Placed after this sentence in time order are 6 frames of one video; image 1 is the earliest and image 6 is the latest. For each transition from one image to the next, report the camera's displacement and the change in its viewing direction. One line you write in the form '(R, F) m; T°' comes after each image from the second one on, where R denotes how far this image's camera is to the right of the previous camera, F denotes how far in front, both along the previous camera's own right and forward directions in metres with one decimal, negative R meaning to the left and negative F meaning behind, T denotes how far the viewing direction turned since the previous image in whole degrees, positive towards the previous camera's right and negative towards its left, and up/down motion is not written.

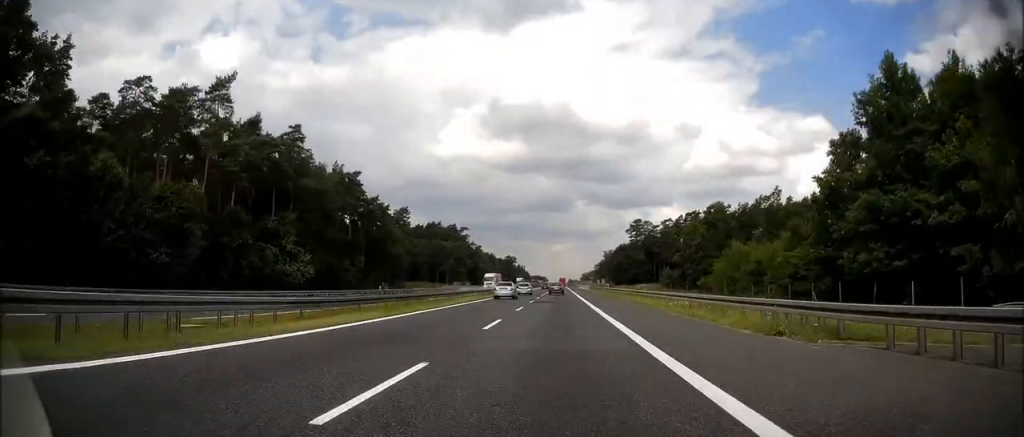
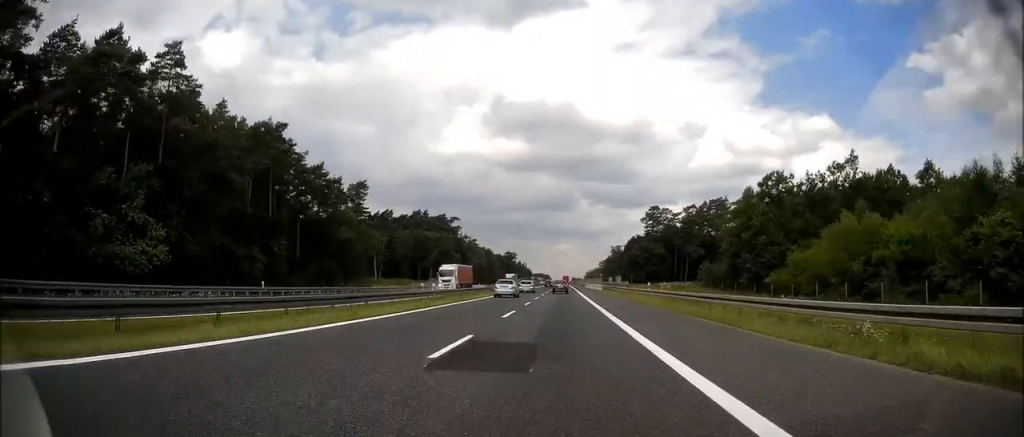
(+0.1, +31.4) m; 0°
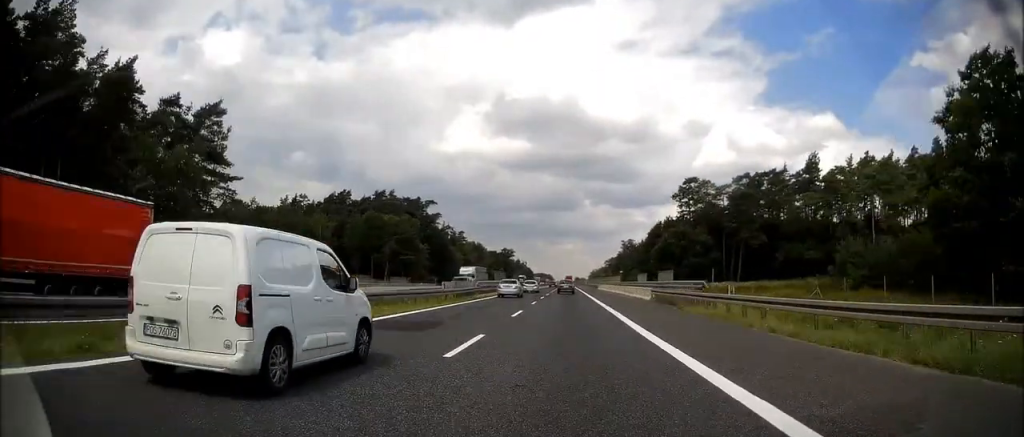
(-0.3, +47.8) m; -1°
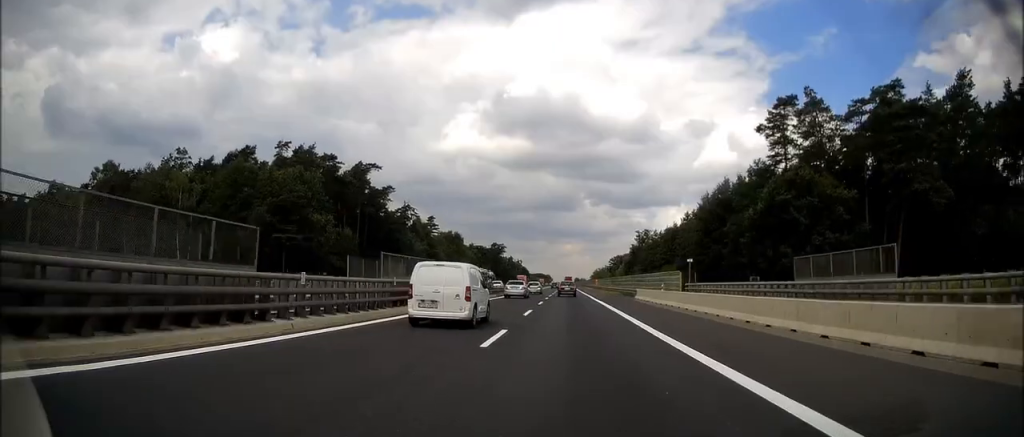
(+0.3, +58.3) m; +1°
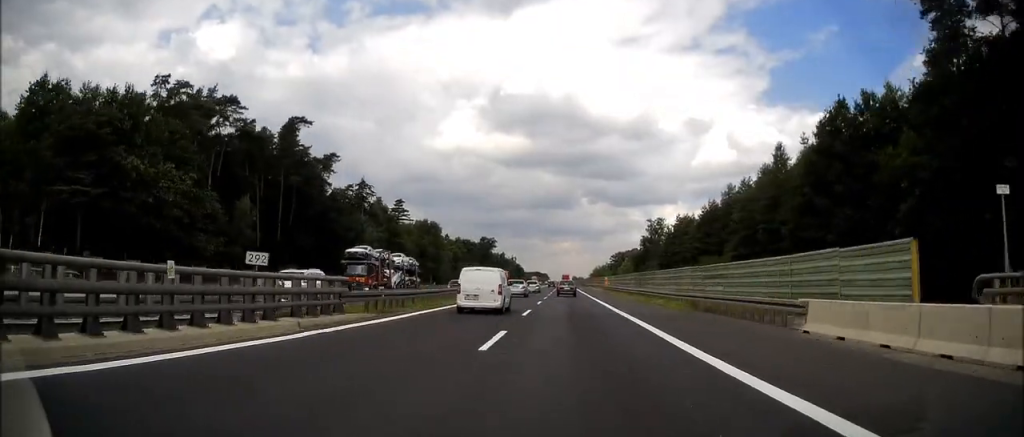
(0.0, +36.9) m; 0°
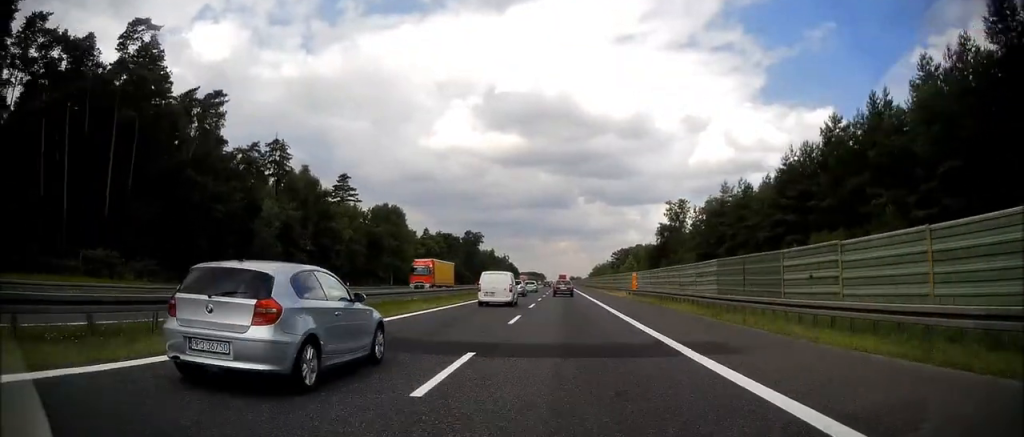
(-0.2, +39.7) m; 0°
